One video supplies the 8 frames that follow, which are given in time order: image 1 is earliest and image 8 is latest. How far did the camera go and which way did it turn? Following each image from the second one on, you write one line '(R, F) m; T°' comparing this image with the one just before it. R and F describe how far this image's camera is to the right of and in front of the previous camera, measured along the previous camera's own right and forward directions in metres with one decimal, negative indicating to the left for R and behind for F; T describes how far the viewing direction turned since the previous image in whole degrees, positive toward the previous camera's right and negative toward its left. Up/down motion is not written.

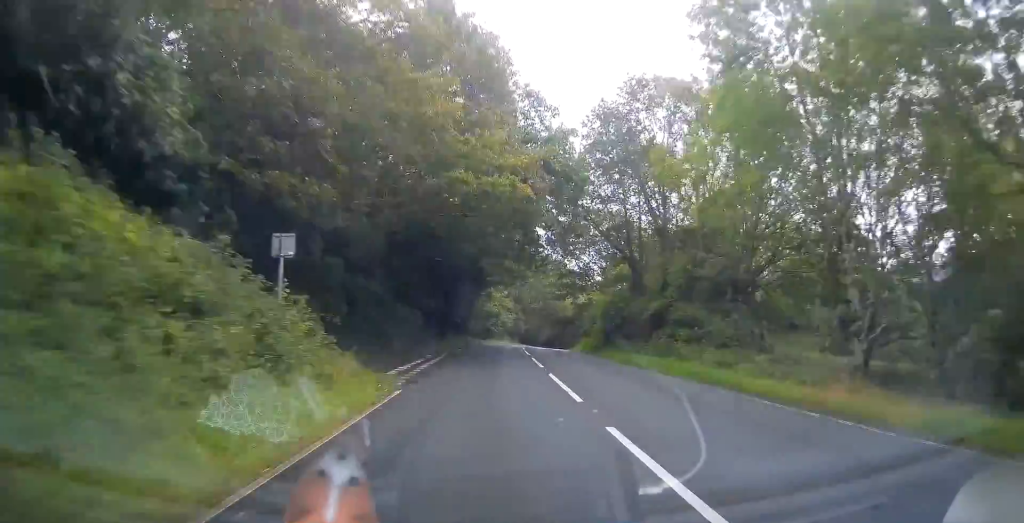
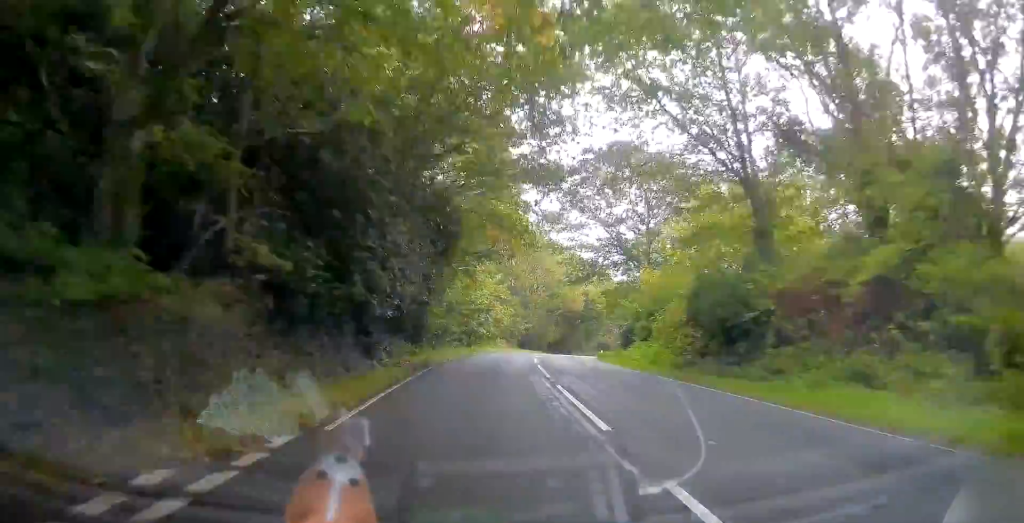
(-0.1, +20.7) m; +1°
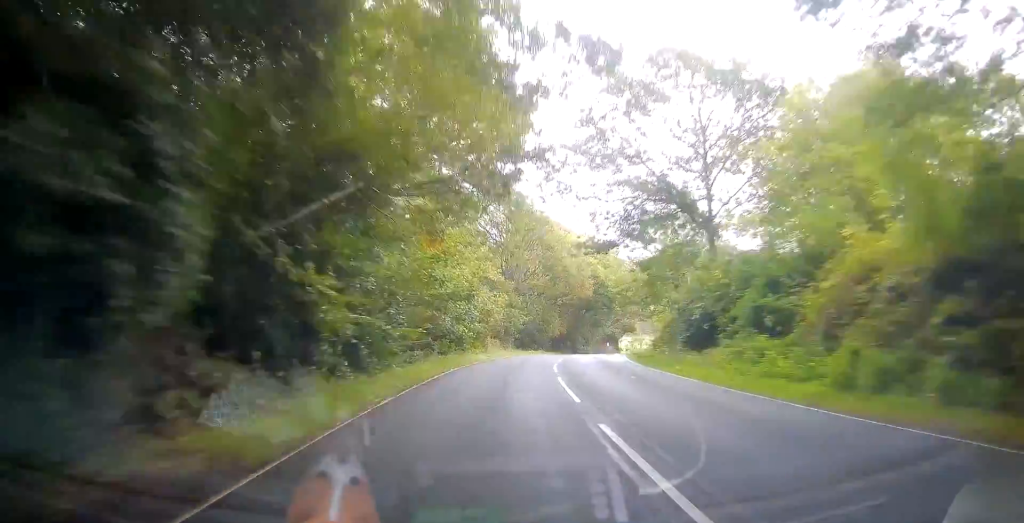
(+0.4, +14.7) m; +3°
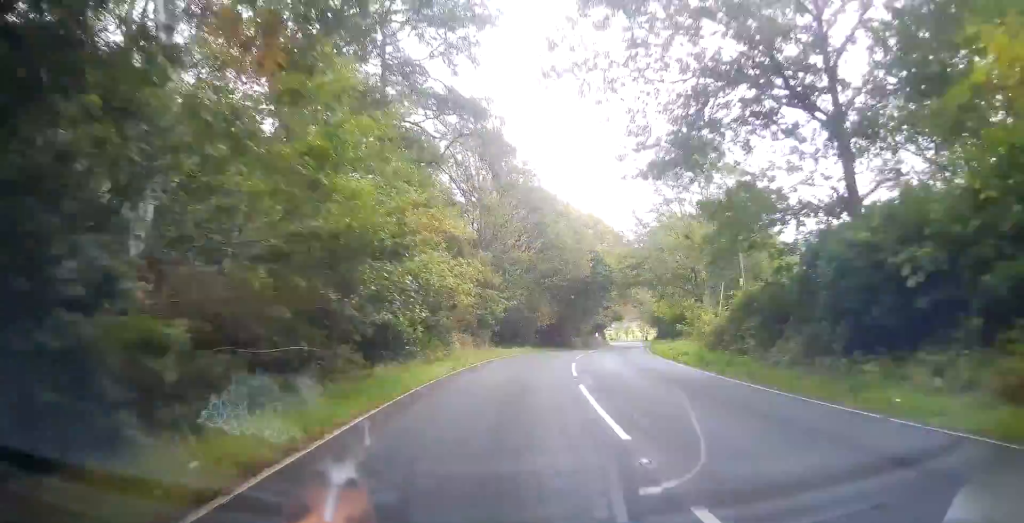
(+0.4, +12.9) m; +3°
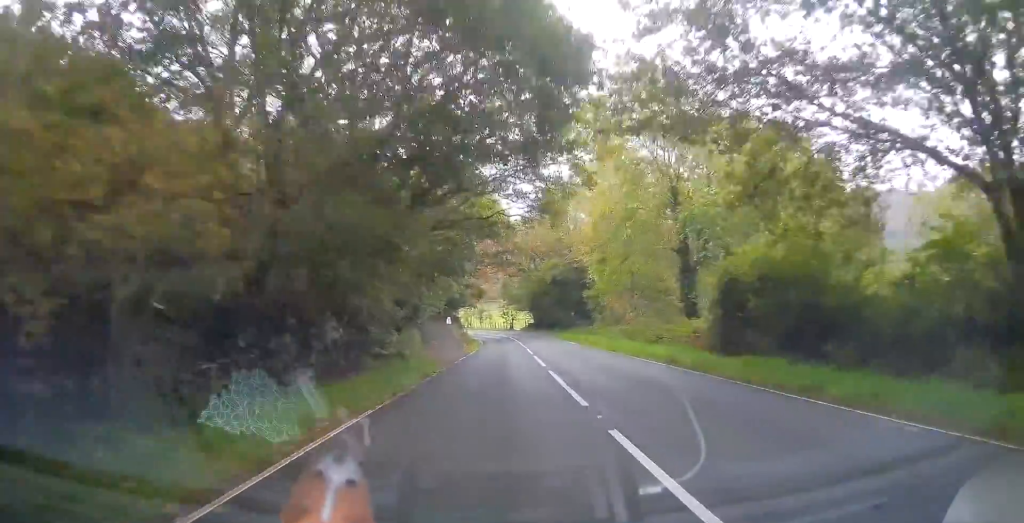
(+4.1, +42.0) m; +12°
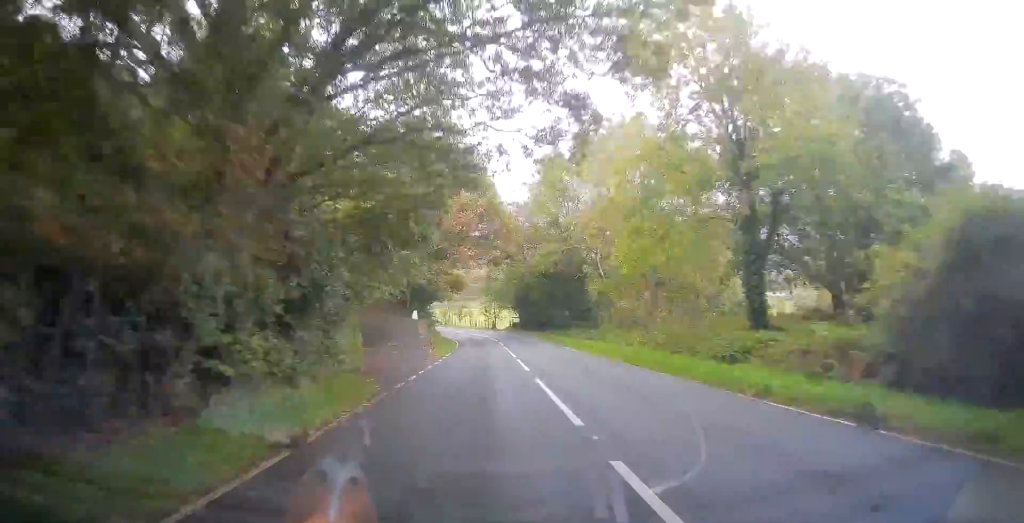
(+0.3, +10.7) m; +3°
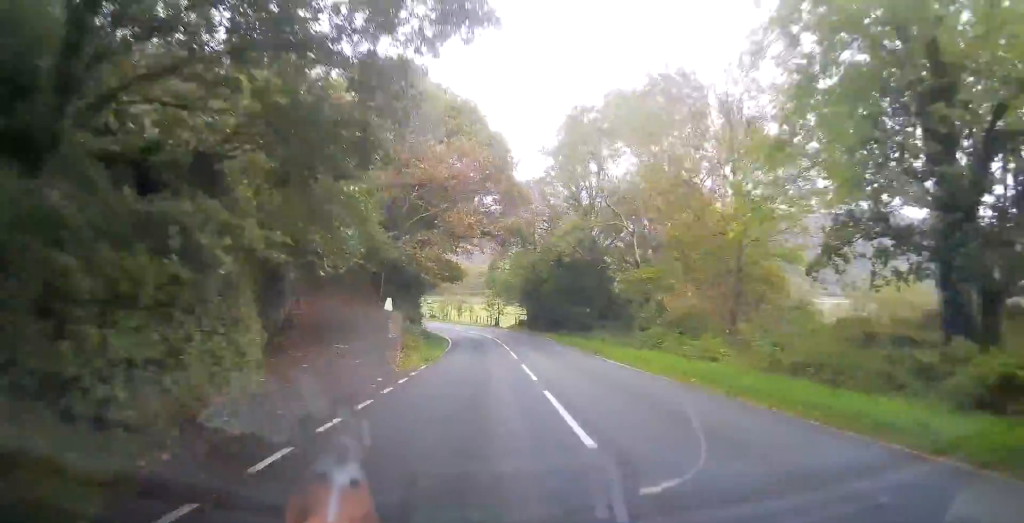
(+0.3, +10.9) m; +1°
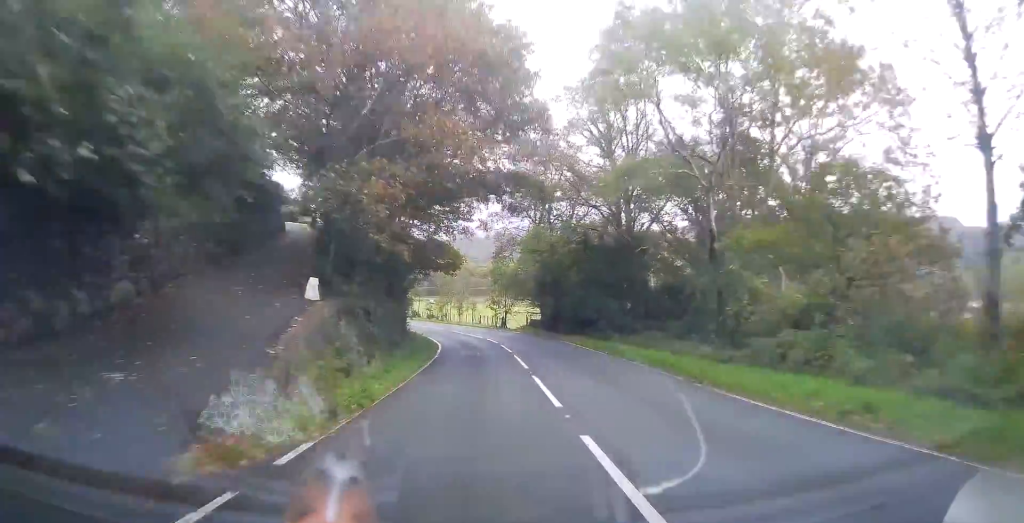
(+0.1, +12.5) m; -1°
